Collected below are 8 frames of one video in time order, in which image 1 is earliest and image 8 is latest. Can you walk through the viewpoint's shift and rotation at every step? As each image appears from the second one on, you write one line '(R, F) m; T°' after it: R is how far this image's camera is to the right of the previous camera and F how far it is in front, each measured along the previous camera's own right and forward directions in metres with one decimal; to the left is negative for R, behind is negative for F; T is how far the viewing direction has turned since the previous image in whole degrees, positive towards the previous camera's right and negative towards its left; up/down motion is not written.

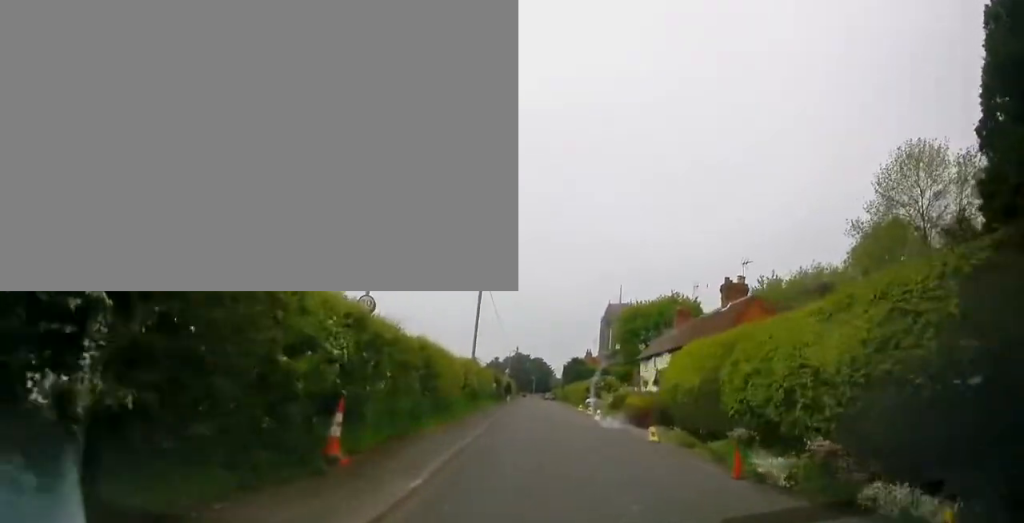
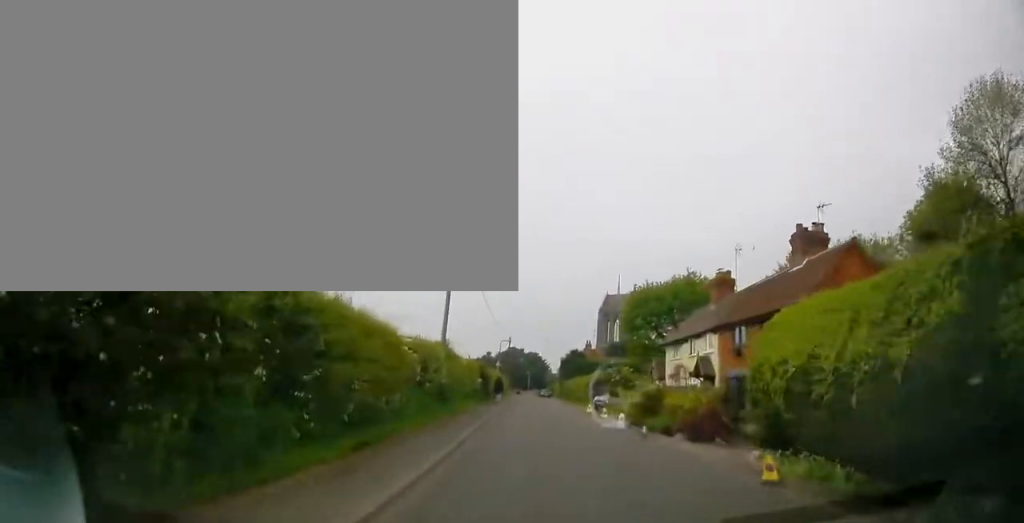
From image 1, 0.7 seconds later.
(+0.3, +8.8) m; +1°
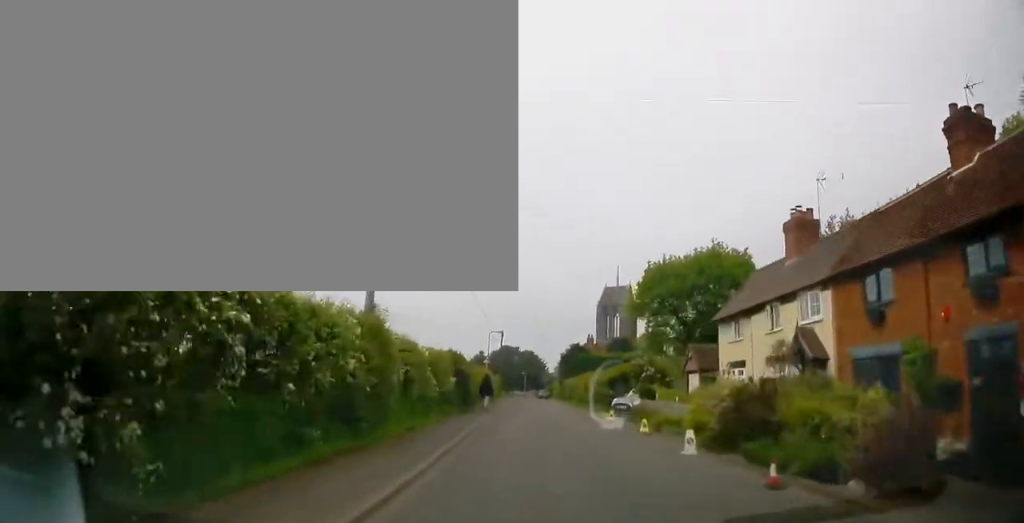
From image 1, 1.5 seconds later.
(0.0, +9.0) m; 0°
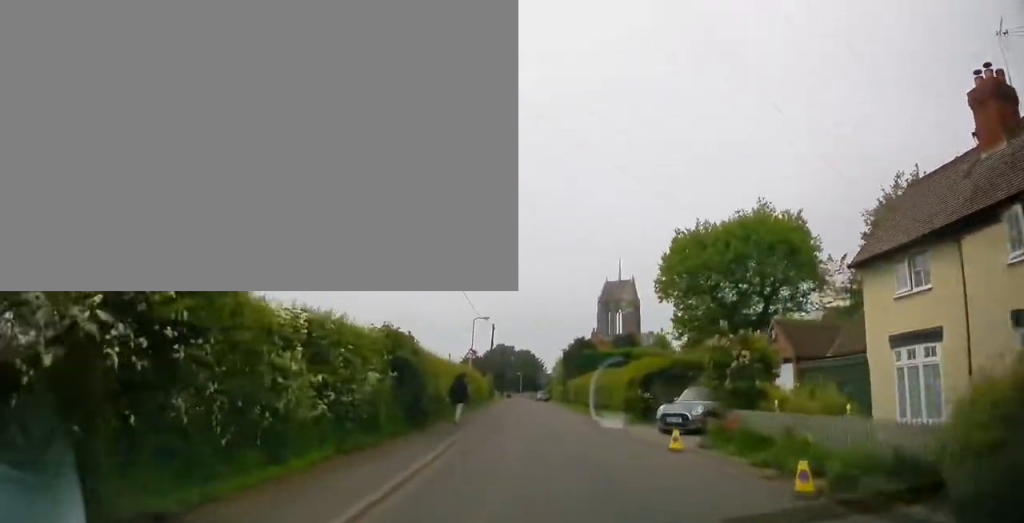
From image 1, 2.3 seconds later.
(-0.1, +10.3) m; 0°
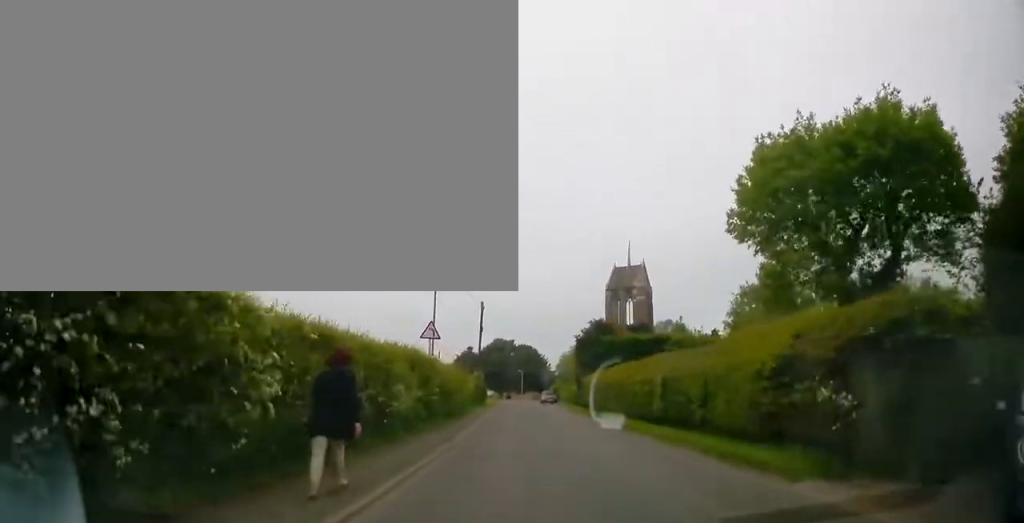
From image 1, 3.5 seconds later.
(0.0, +14.4) m; 0°
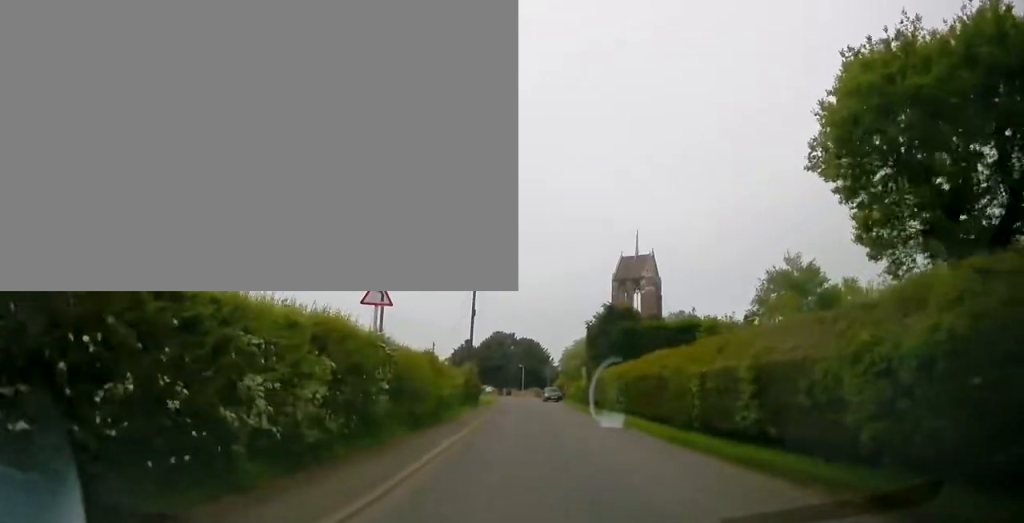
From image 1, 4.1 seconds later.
(0.0, +7.4) m; 0°
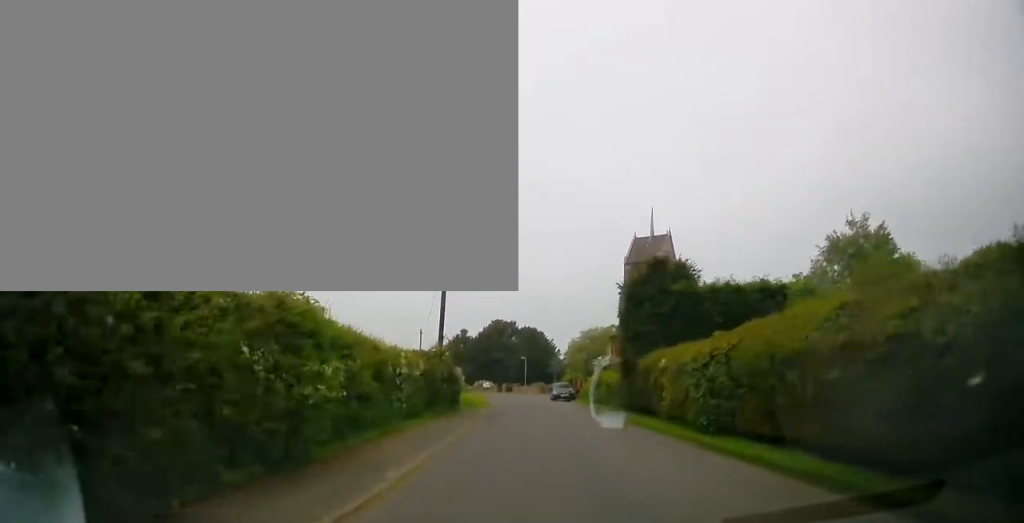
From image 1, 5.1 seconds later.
(+0.1, +12.8) m; -1°
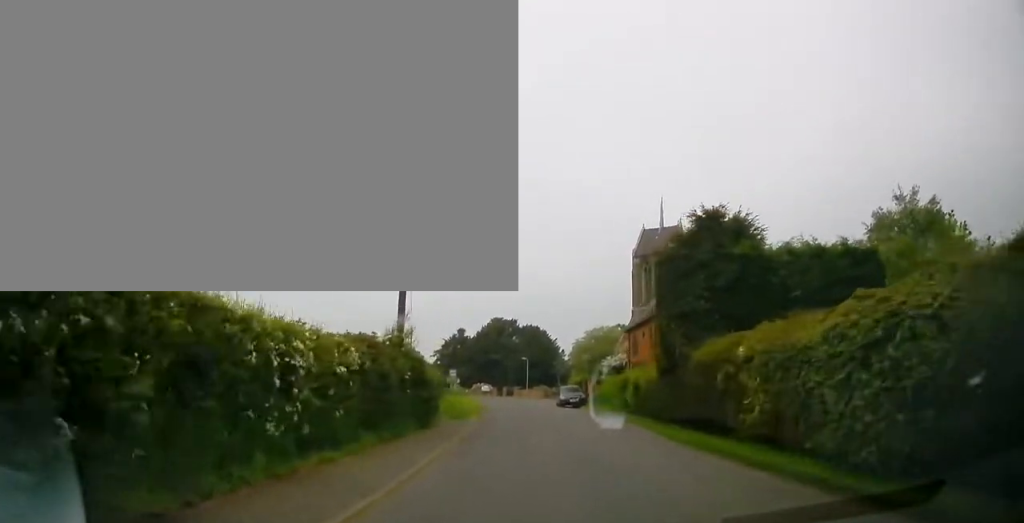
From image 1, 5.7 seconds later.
(-0.2, +7.0) m; -1°
